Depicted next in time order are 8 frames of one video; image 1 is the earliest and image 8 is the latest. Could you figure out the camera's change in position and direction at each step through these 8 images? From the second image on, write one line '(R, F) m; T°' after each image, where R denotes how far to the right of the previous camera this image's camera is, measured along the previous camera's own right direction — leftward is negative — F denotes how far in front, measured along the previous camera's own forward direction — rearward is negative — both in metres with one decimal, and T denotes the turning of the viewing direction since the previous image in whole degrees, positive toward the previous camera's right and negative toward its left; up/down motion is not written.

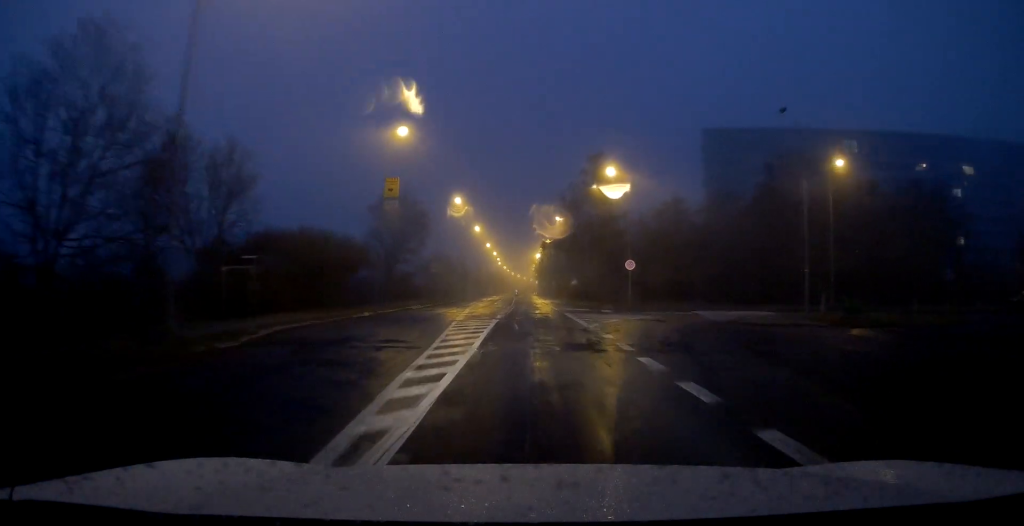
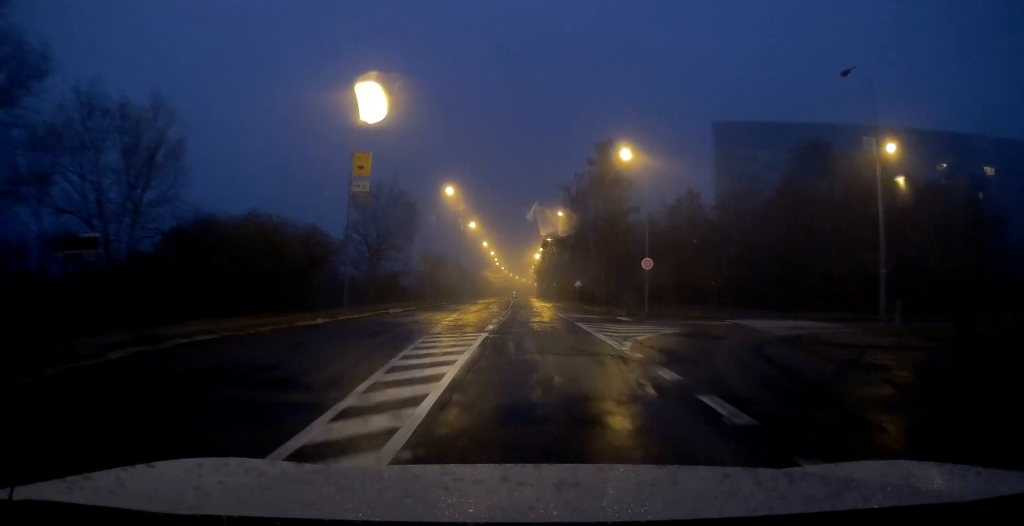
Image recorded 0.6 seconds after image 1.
(+0.2, +6.8) m; 0°
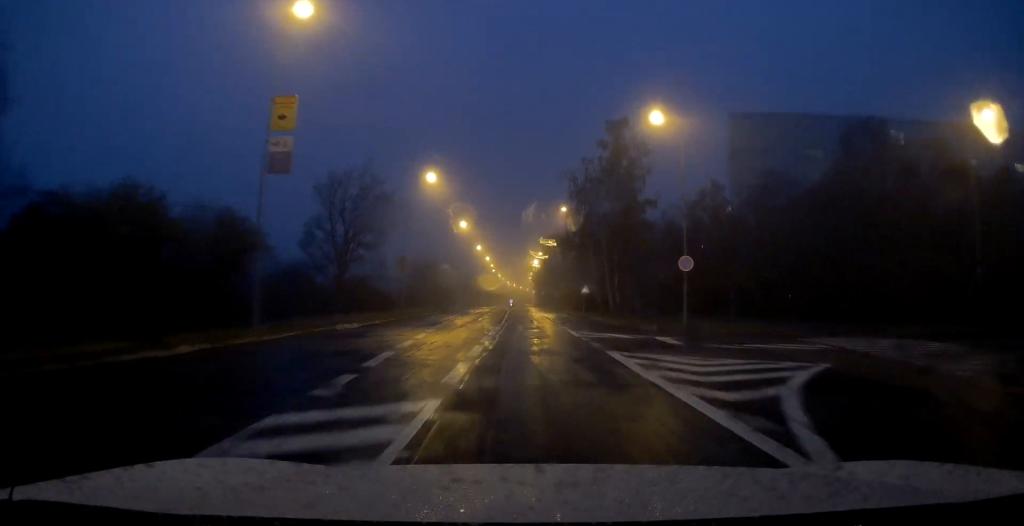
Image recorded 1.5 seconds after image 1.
(-0.2, +9.9) m; 0°
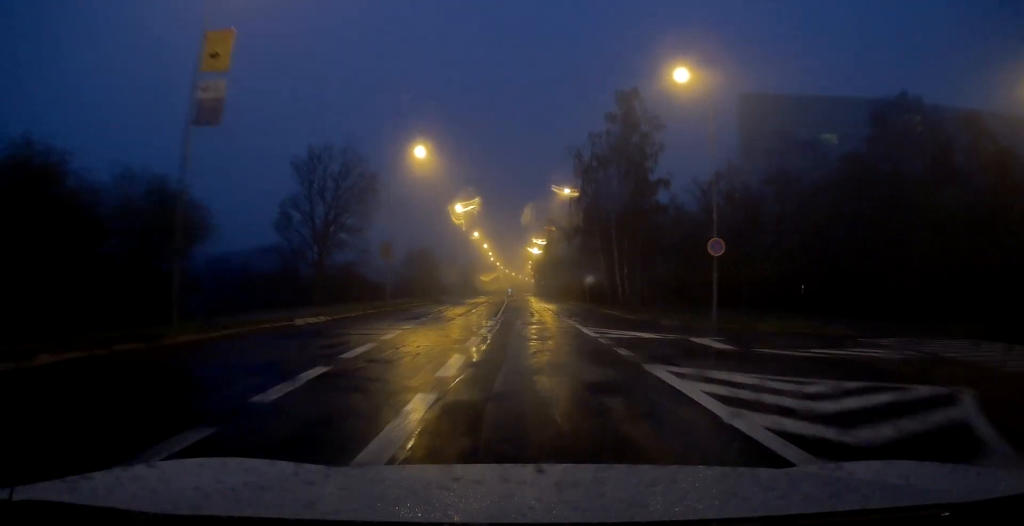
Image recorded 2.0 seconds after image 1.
(0.0, +4.9) m; 0°
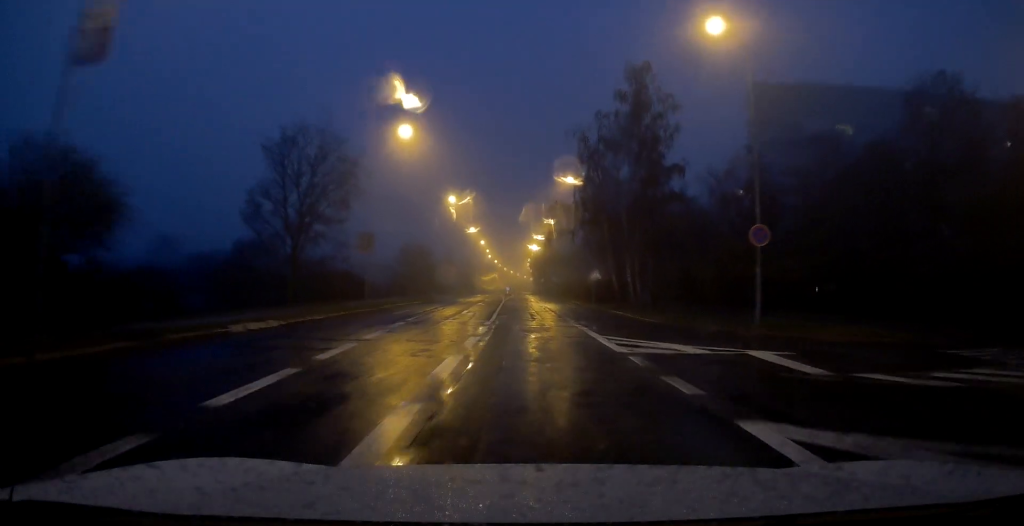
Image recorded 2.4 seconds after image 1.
(+0.1, +4.9) m; 0°
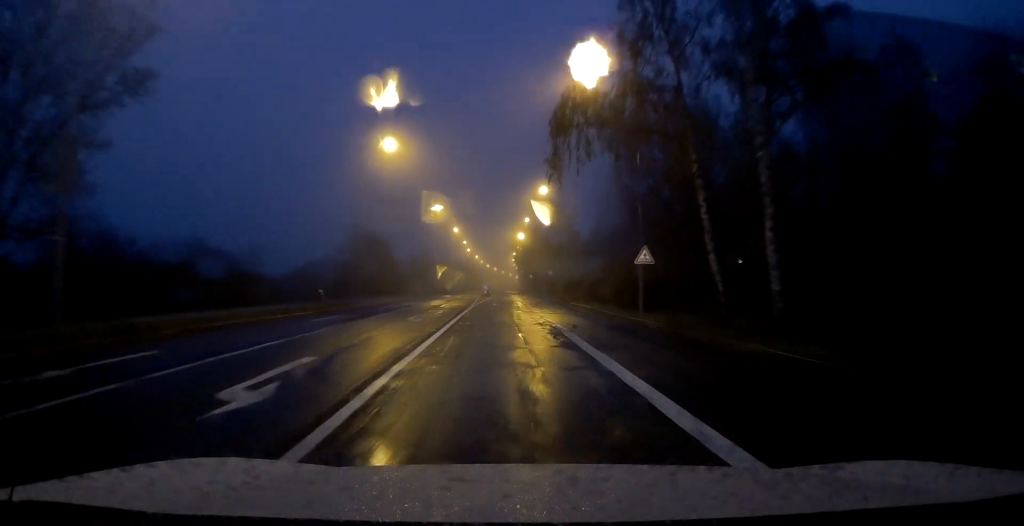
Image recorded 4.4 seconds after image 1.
(+0.1, +23.8) m; +1°
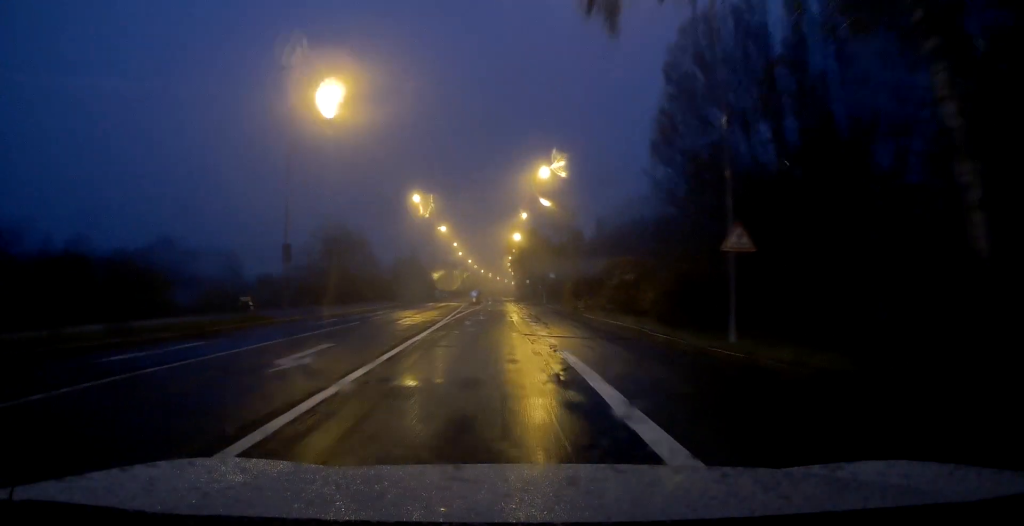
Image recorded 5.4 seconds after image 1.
(+0.1, +11.5) m; +1°
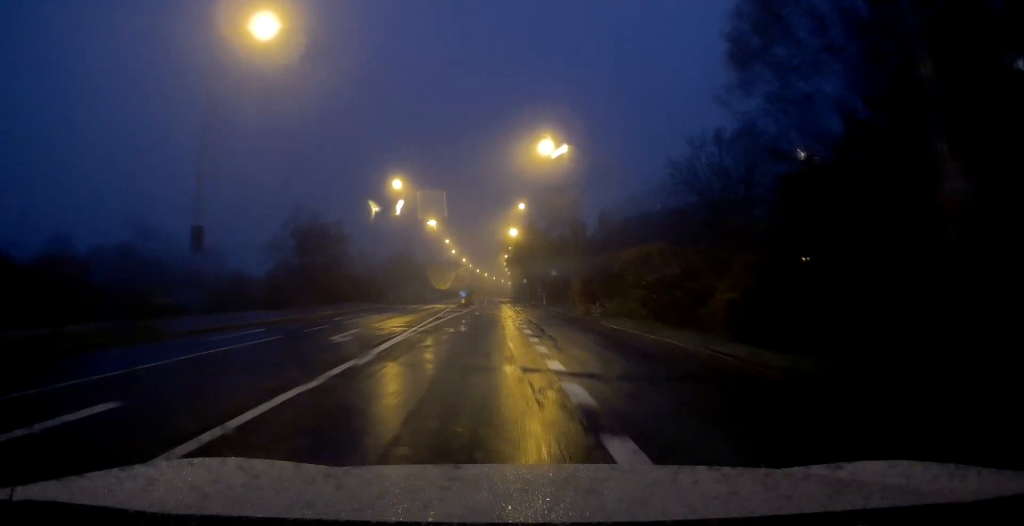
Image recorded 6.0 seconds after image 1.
(0.0, +7.9) m; 0°
